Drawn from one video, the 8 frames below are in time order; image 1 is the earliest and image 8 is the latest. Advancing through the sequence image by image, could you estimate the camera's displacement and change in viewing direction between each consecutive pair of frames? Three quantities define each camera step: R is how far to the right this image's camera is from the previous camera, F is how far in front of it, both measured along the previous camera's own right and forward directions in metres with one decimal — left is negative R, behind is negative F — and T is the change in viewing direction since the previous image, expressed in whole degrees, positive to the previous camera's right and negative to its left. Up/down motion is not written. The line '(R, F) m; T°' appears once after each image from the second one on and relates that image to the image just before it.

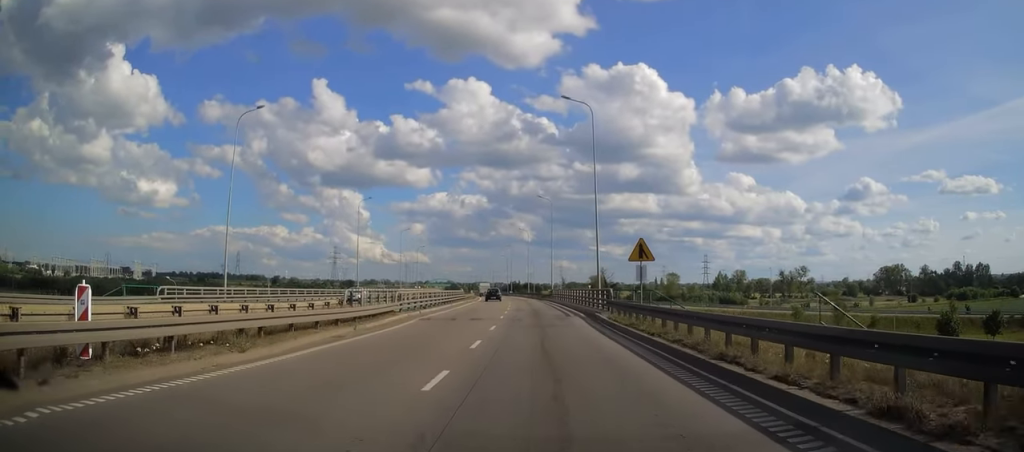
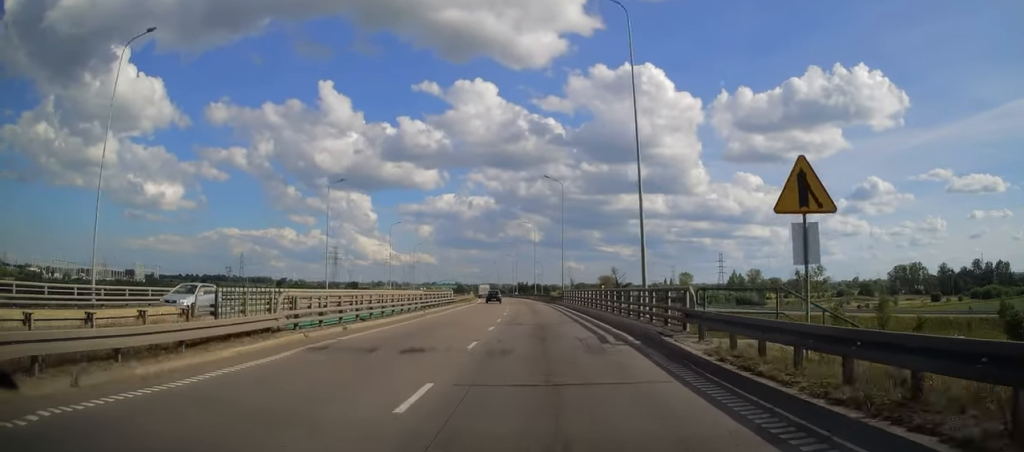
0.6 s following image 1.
(-0.1, +13.6) m; -1°
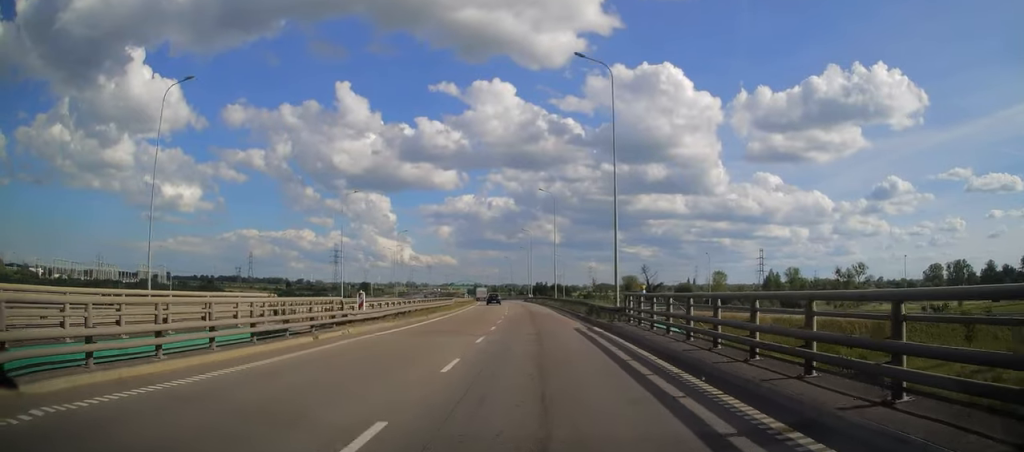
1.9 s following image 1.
(-0.5, +32.7) m; -2°
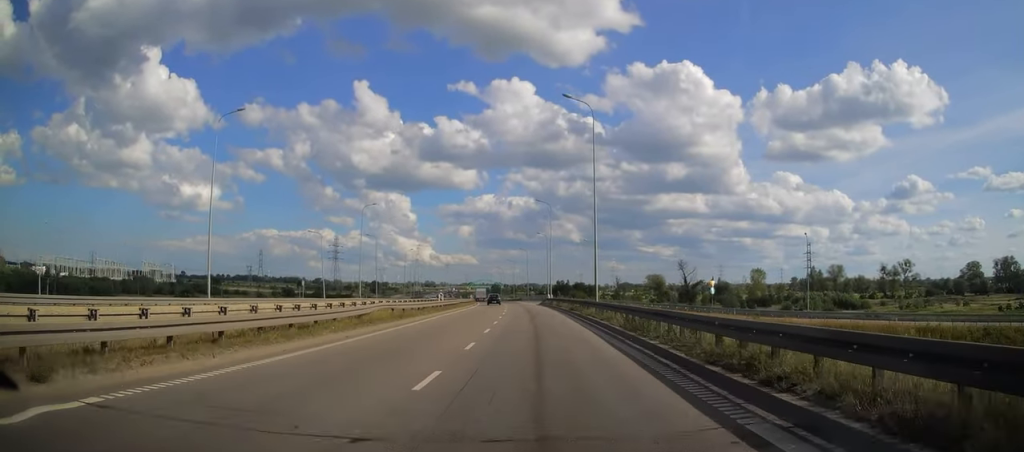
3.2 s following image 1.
(-0.6, +32.0) m; -2°
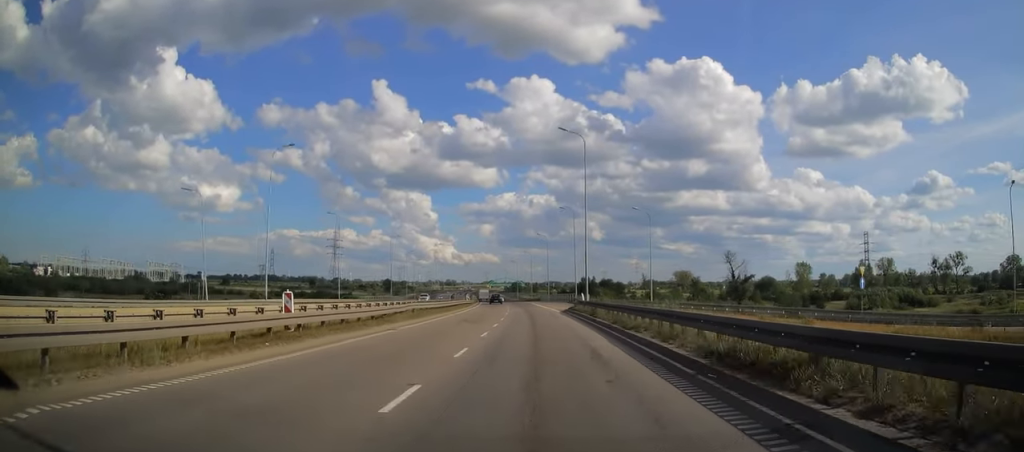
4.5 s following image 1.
(-0.6, +31.9) m; -2°
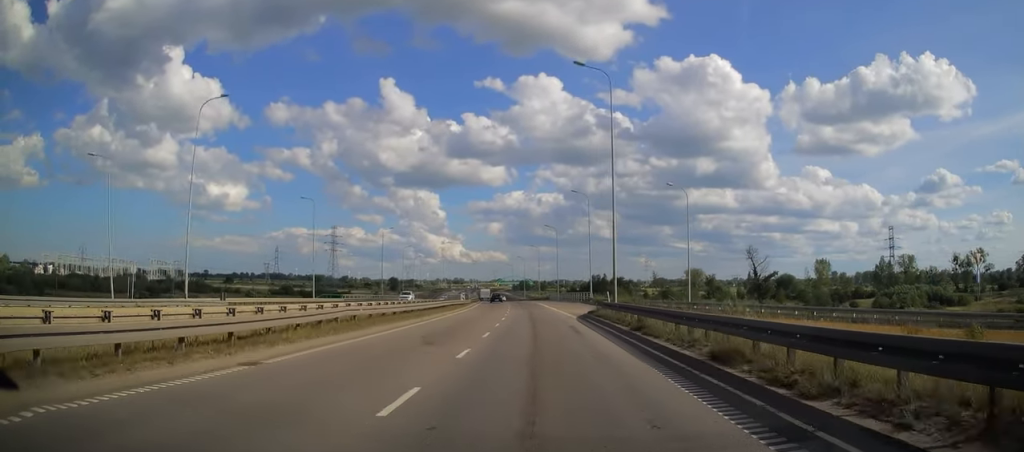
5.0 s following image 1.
(-0.1, +12.4) m; -1°
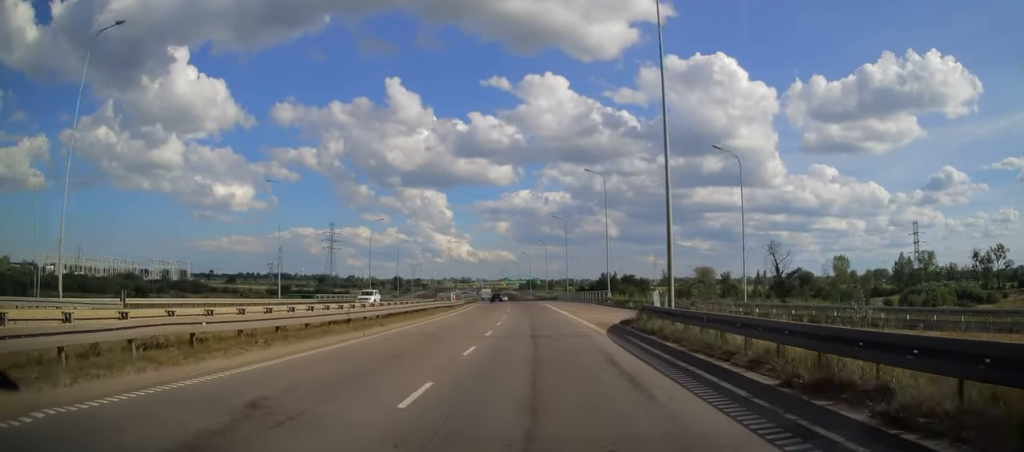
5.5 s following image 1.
(0.0, +11.6) m; -1°
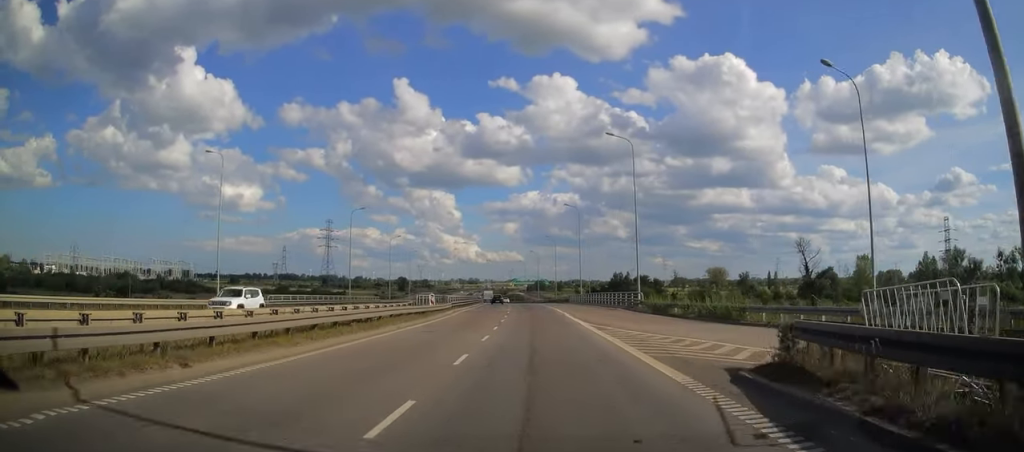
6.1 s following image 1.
(-0.2, +13.7) m; -1°
